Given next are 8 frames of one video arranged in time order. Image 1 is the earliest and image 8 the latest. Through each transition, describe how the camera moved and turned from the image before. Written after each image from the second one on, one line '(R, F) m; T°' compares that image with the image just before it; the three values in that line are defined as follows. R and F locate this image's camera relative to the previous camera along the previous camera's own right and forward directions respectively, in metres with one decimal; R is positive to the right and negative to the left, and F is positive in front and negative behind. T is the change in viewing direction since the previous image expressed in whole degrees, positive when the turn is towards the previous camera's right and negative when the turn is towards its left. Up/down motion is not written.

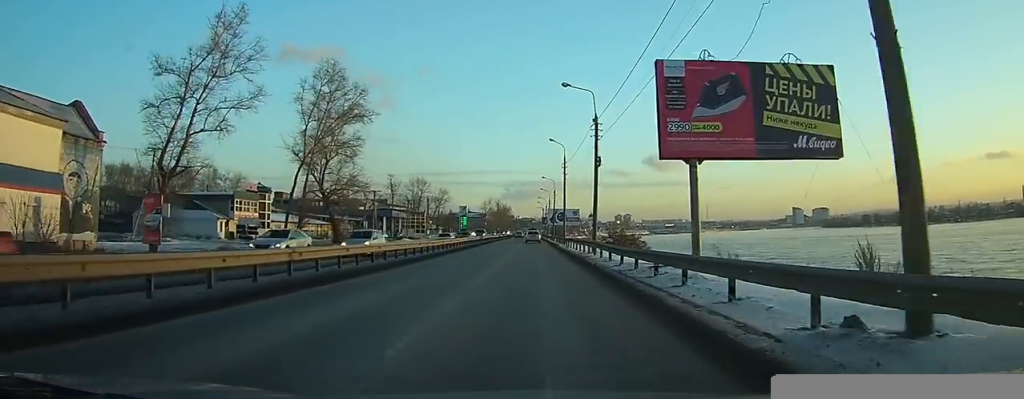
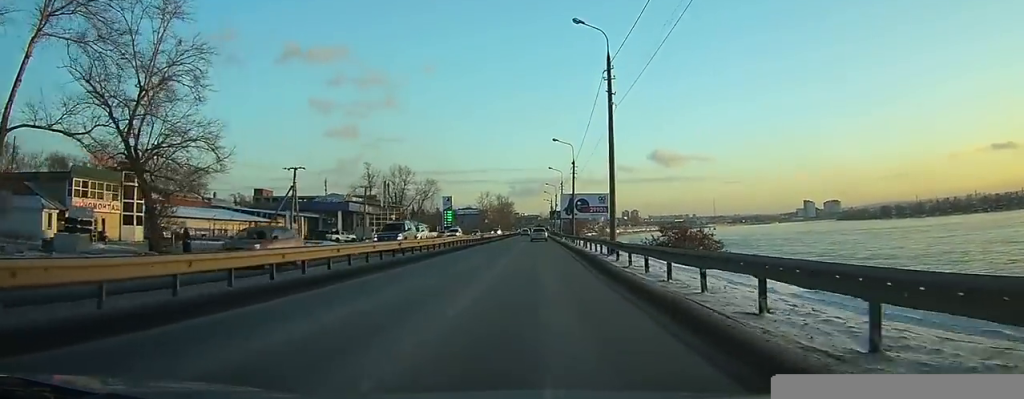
(-0.1, +37.5) m; -1°
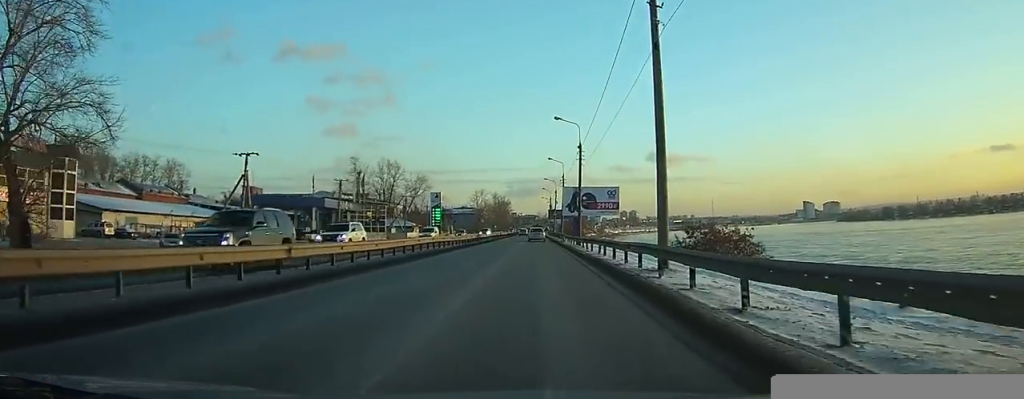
(0.0, +11.6) m; 0°
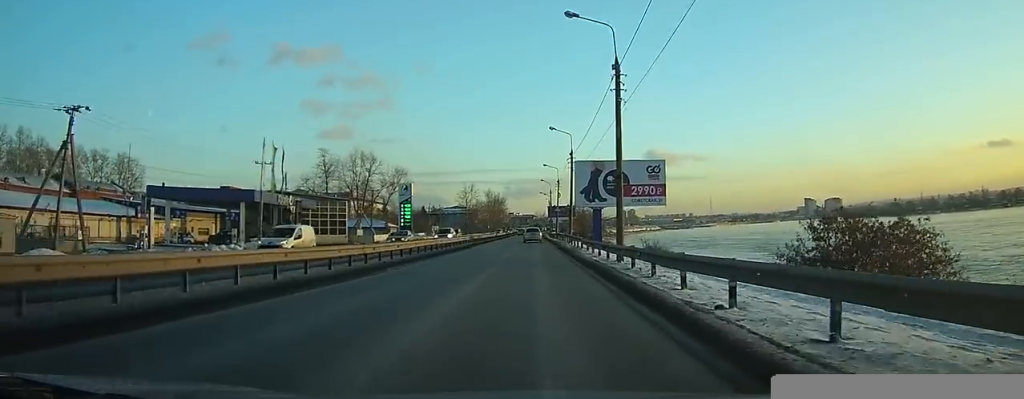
(0.0, +24.2) m; 0°
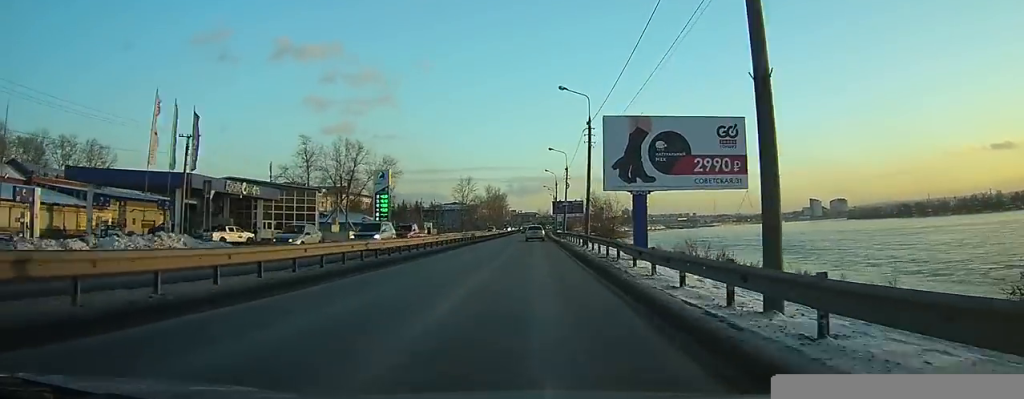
(0.0, +15.3) m; 0°
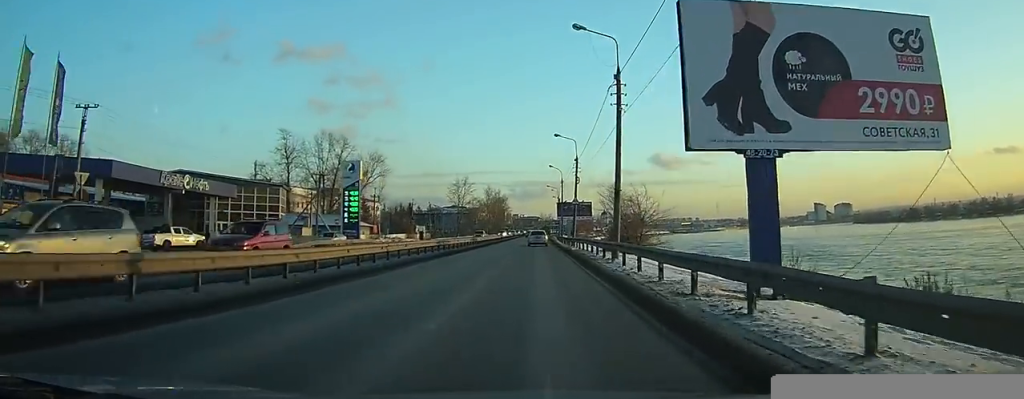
(0.0, +13.1) m; 0°
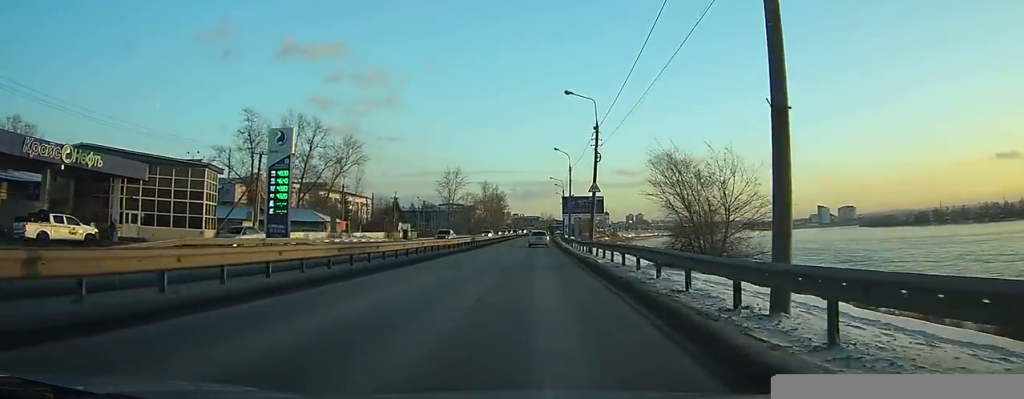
(-0.1, +17.6) m; 0°
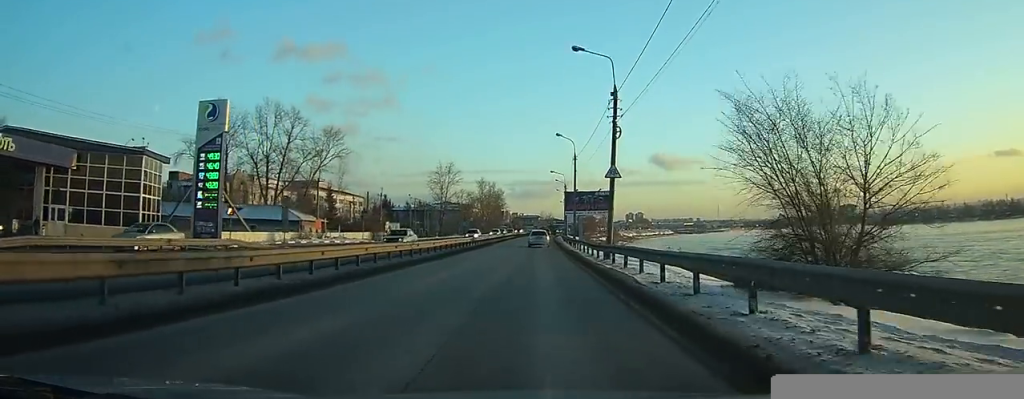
(0.0, +9.7) m; 0°
